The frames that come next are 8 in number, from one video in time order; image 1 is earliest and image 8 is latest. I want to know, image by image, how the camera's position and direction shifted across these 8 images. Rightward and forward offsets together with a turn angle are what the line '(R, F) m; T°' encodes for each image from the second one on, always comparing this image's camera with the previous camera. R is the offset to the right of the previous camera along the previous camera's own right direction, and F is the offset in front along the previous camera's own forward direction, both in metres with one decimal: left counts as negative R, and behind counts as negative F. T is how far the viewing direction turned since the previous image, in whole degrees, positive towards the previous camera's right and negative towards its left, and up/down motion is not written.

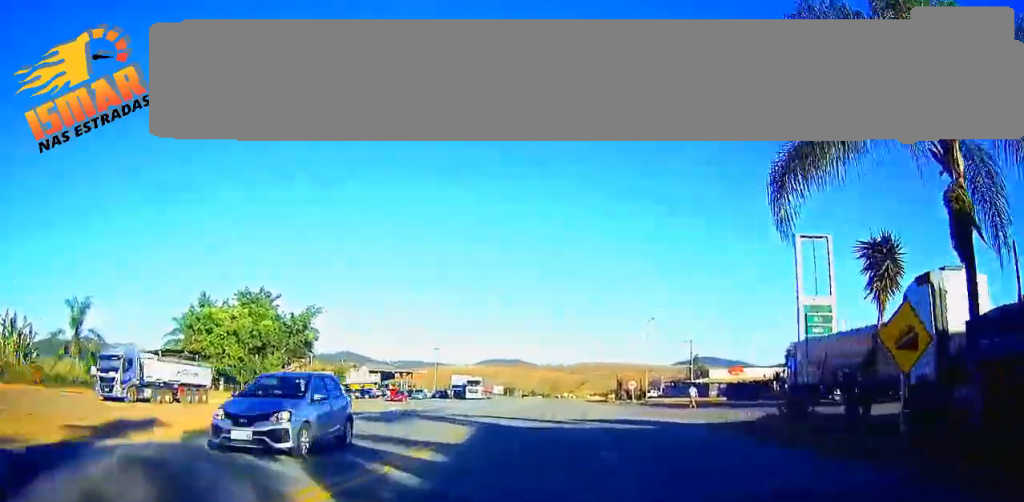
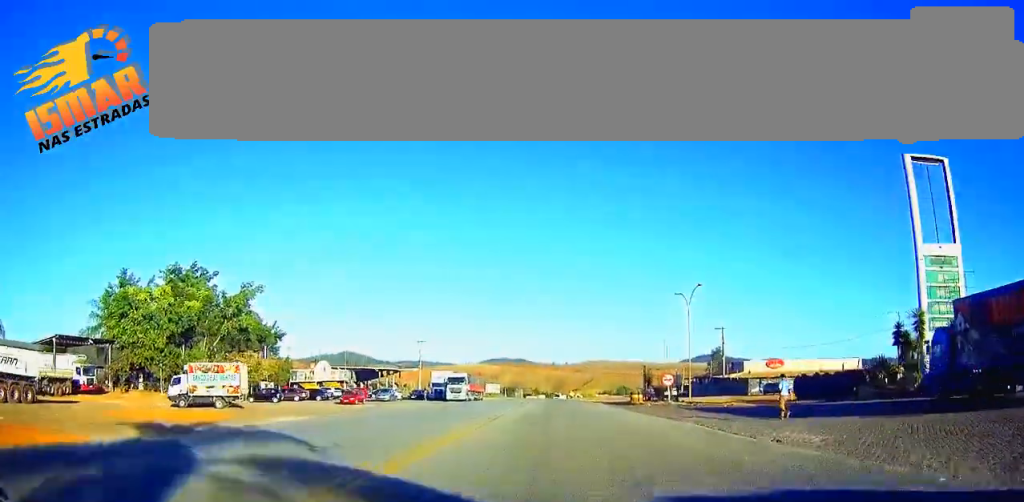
(-0.2, +22.0) m; -1°
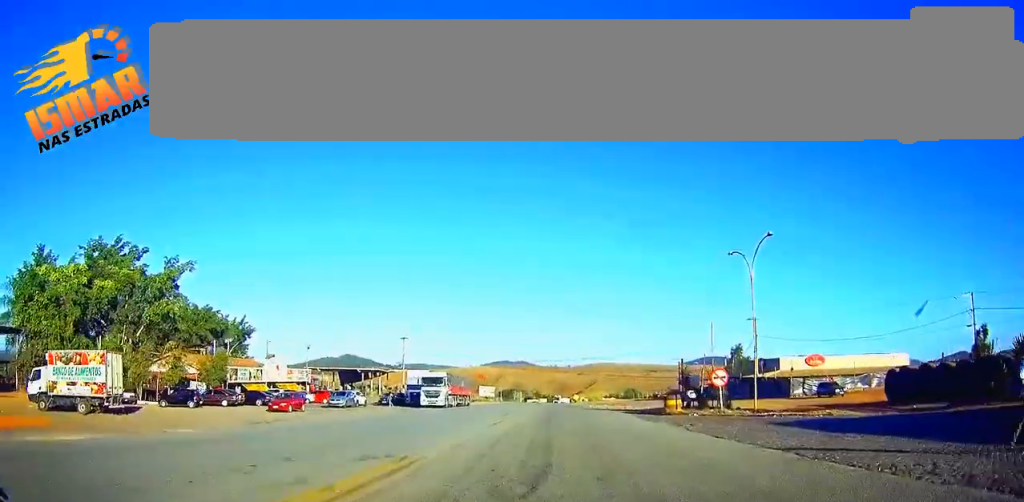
(-0.1, +17.1) m; 0°
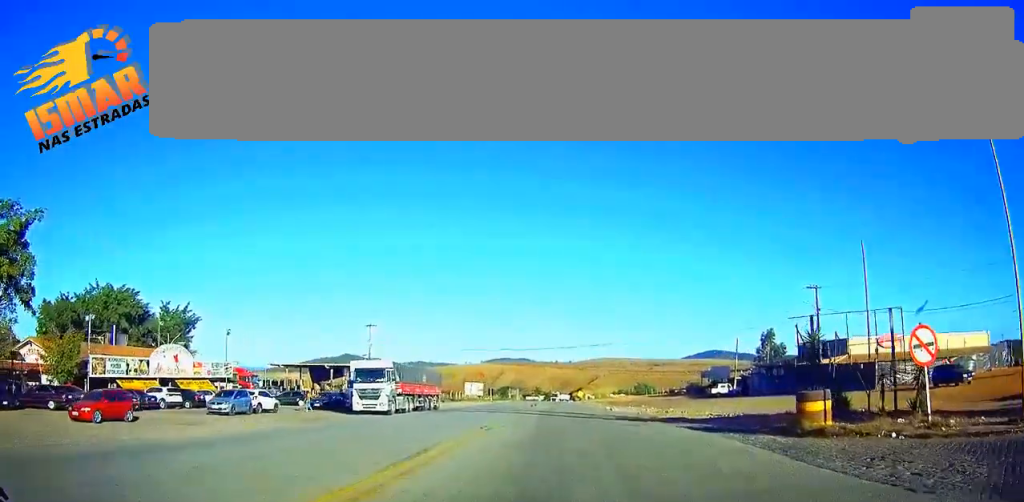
(0.0, +22.5) m; 0°
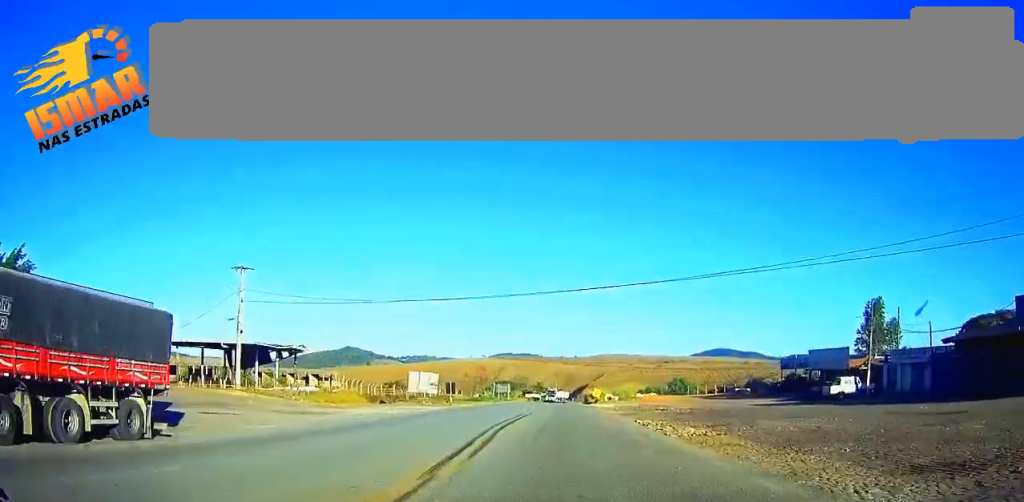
(0.0, +44.5) m; 0°
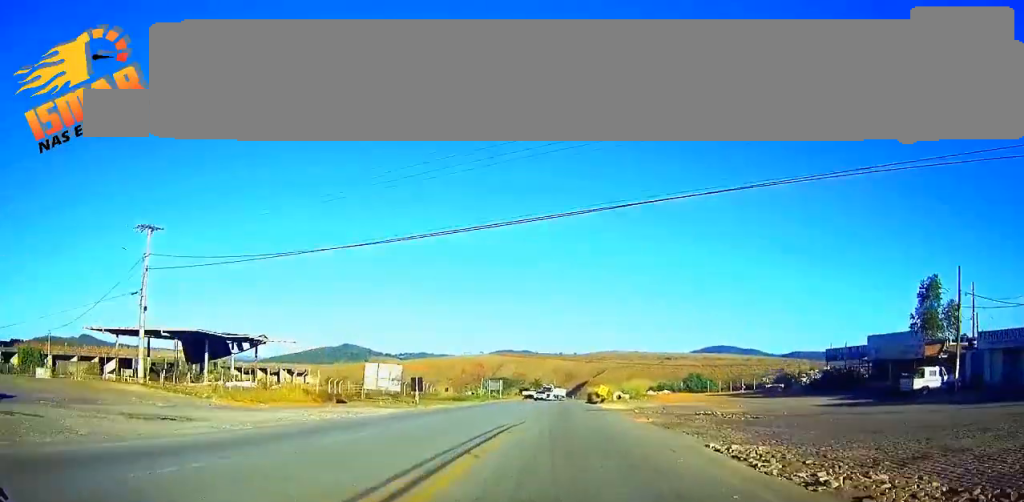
(0.0, +15.1) m; 0°
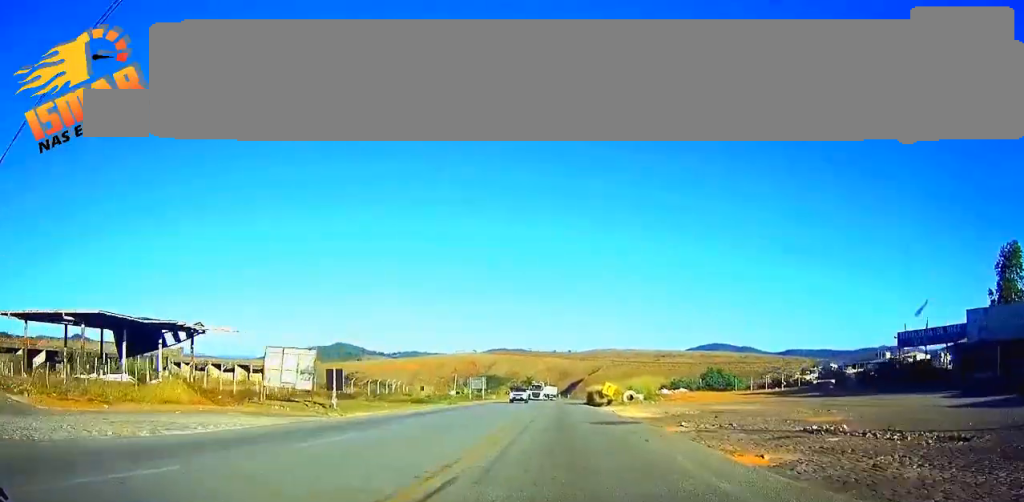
(0.0, +17.2) m; 0°
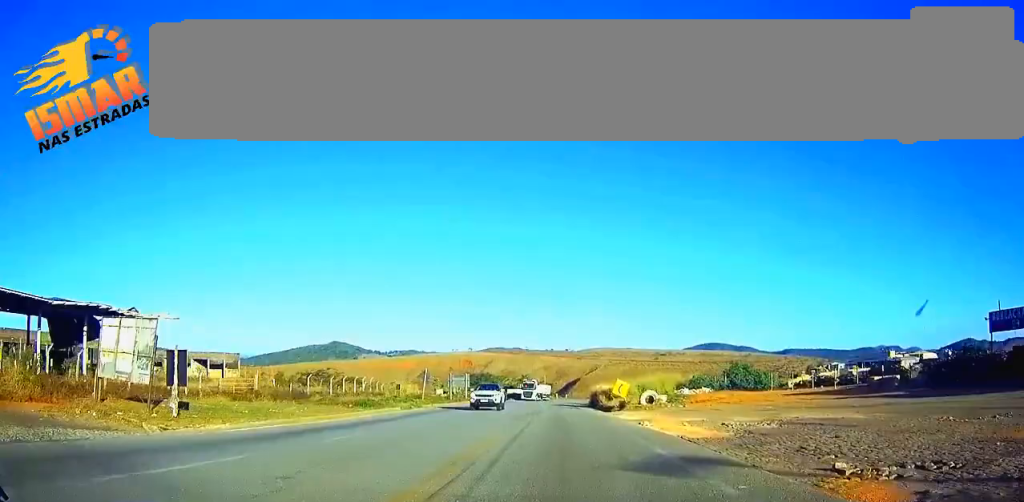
(0.0, +13.9) m; 0°
